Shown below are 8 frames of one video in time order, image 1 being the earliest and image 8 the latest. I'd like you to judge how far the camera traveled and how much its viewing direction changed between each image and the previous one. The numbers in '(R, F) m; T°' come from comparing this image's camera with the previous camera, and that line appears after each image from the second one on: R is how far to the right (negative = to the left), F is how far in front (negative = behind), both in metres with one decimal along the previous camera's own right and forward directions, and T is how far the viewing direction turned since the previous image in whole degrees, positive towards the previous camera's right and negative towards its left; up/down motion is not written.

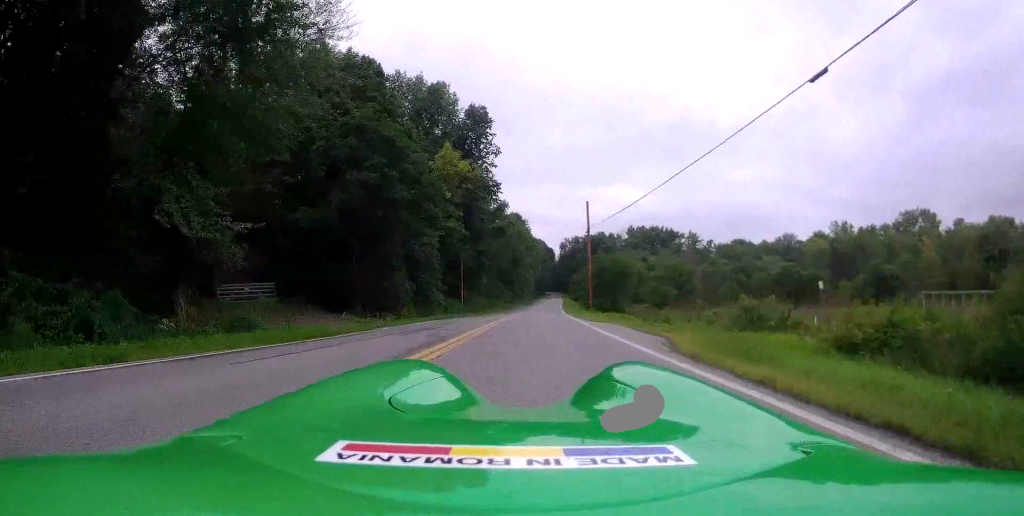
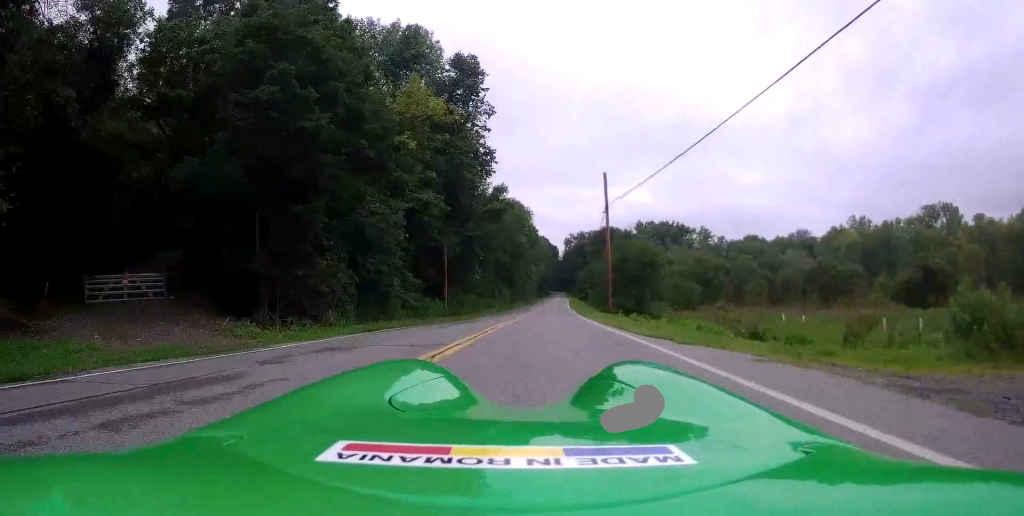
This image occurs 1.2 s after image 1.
(+0.1, +13.1) m; -1°
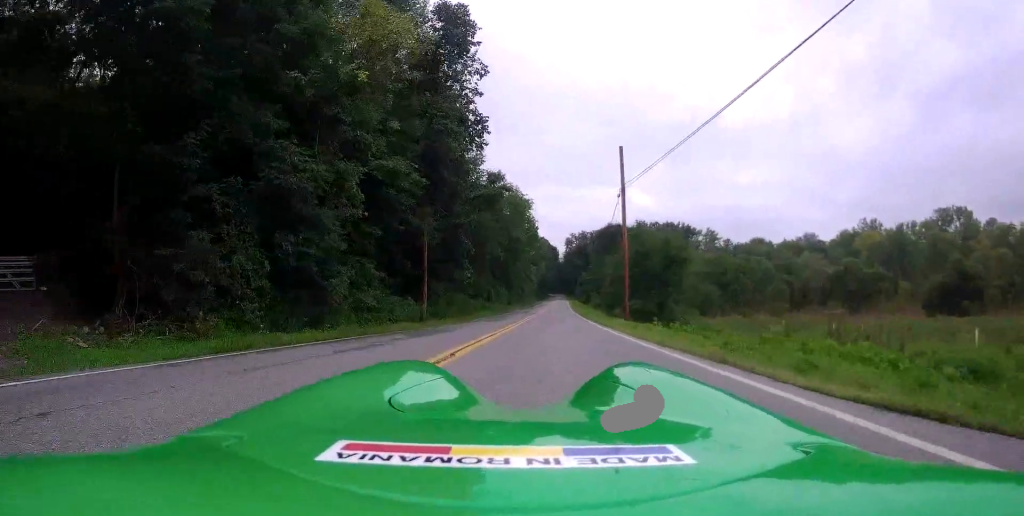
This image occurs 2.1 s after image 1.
(-0.2, +8.8) m; -1°
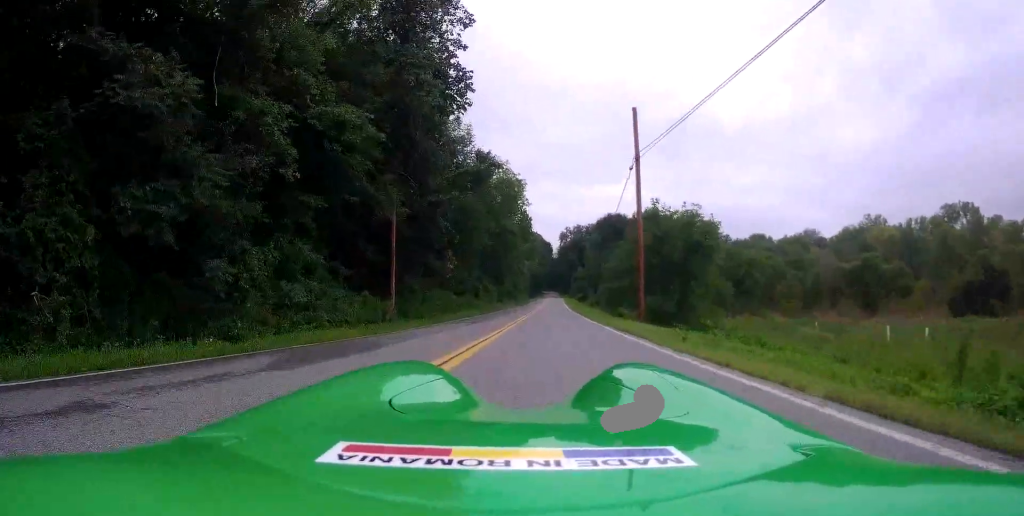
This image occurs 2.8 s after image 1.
(-0.1, +7.6) m; +1°
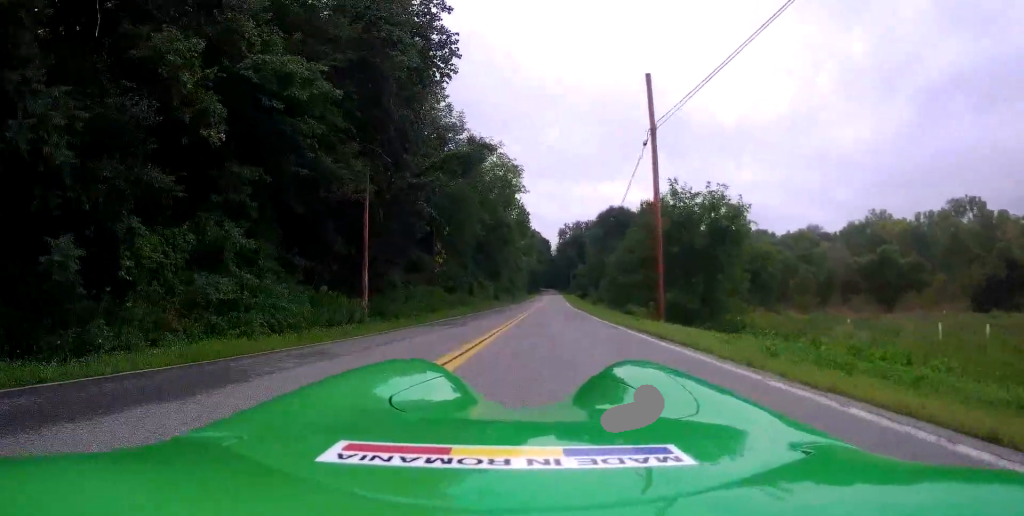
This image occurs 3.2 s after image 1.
(+0.2, +4.9) m; +1°
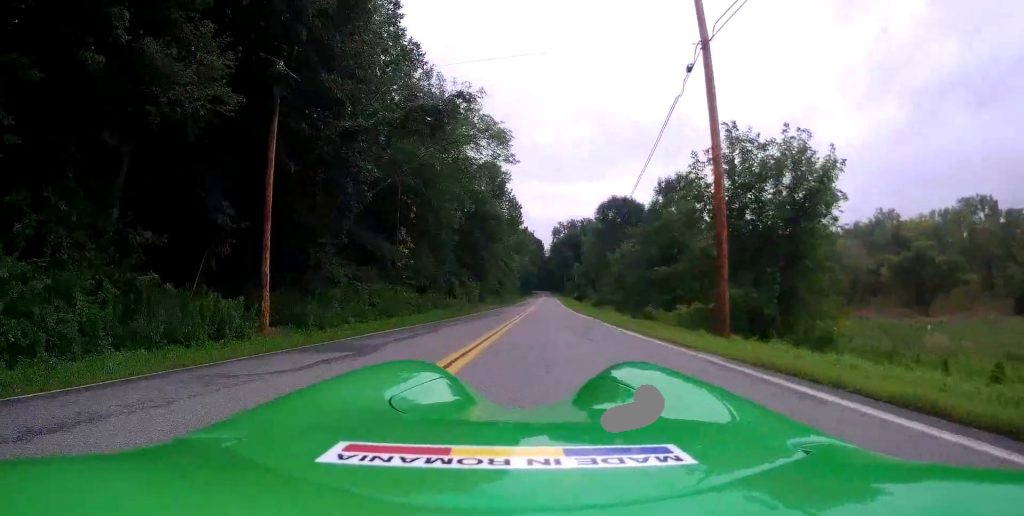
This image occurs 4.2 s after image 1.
(+0.1, +9.8) m; 0°
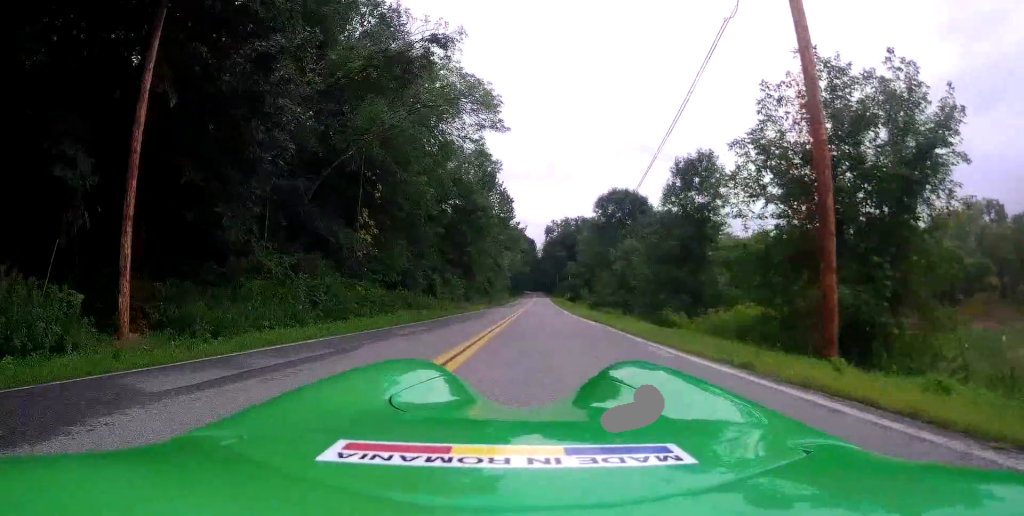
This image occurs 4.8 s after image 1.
(-0.1, +6.3) m; -1°
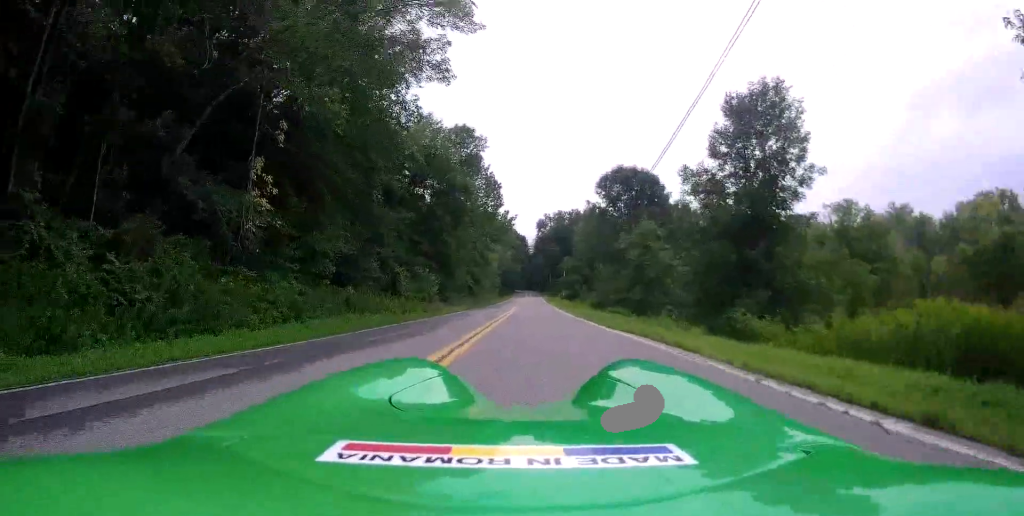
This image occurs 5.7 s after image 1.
(0.0, +10.3) m; +1°
